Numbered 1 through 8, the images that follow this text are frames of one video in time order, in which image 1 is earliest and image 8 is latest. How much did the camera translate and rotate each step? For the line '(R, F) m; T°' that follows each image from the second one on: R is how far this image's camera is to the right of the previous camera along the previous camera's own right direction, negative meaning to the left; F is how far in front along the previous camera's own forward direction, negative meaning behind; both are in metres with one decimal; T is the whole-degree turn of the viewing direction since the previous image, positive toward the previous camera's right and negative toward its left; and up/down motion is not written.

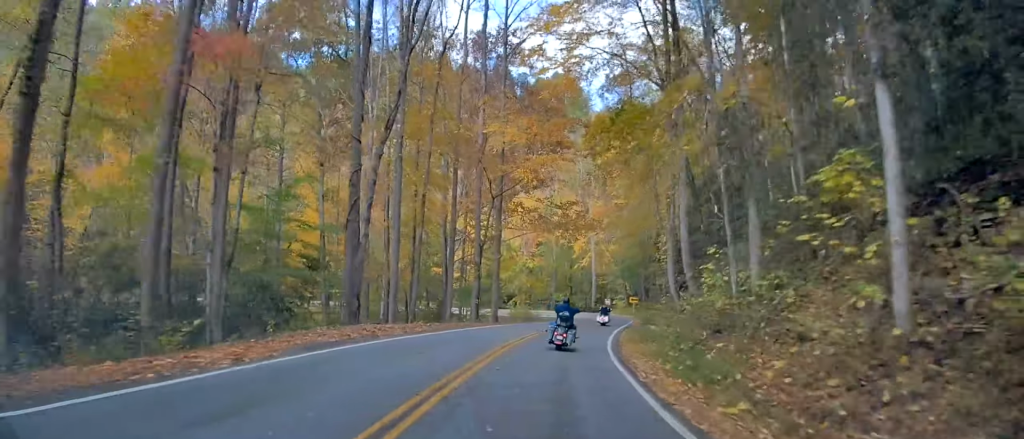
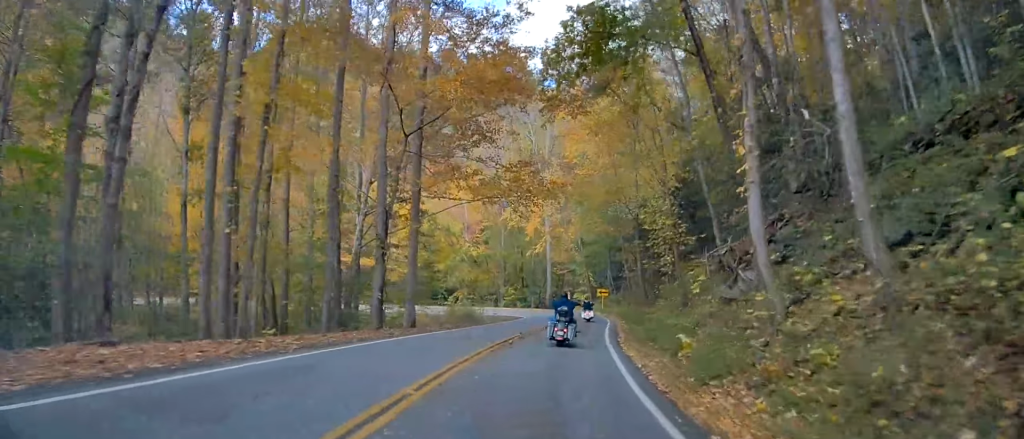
(+0.6, +16.5) m; +5°
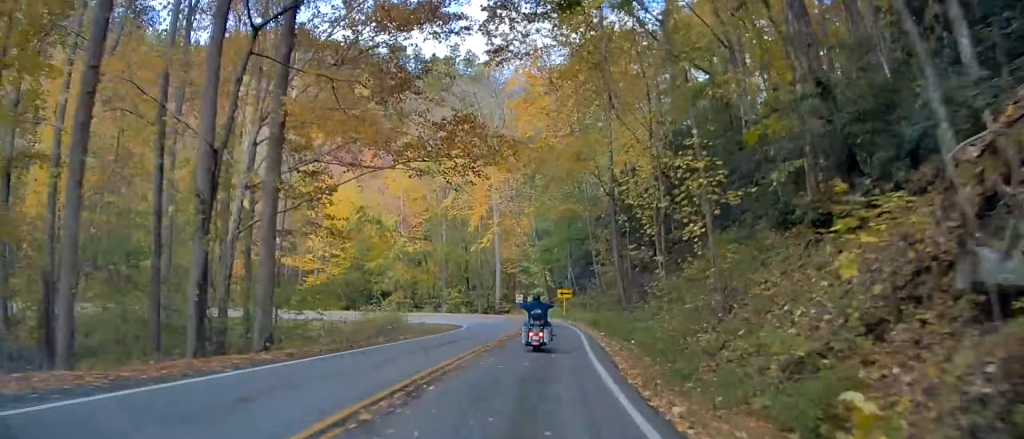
(+0.9, +12.6) m; +2°
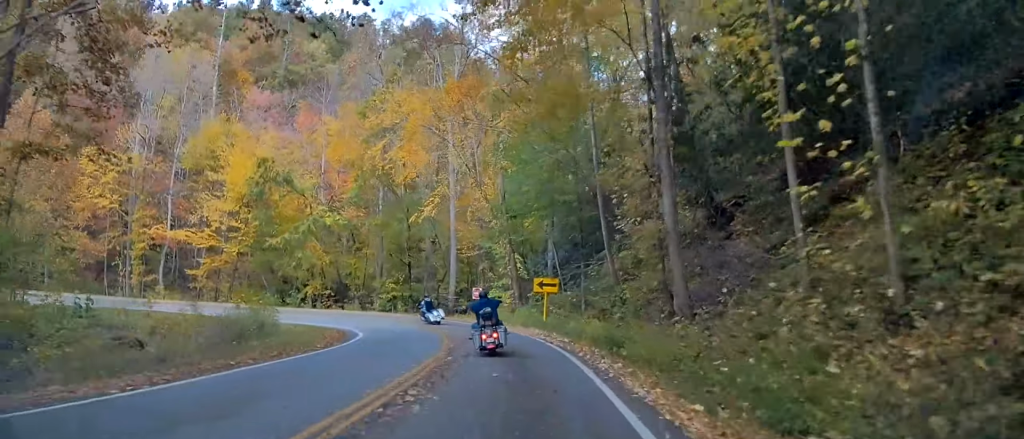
(-0.3, +20.4) m; +1°
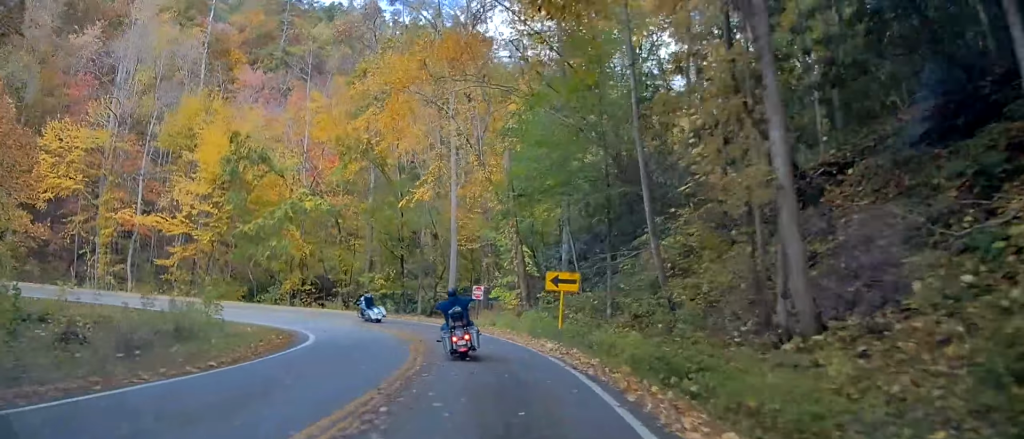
(+0.4, +7.1) m; 0°
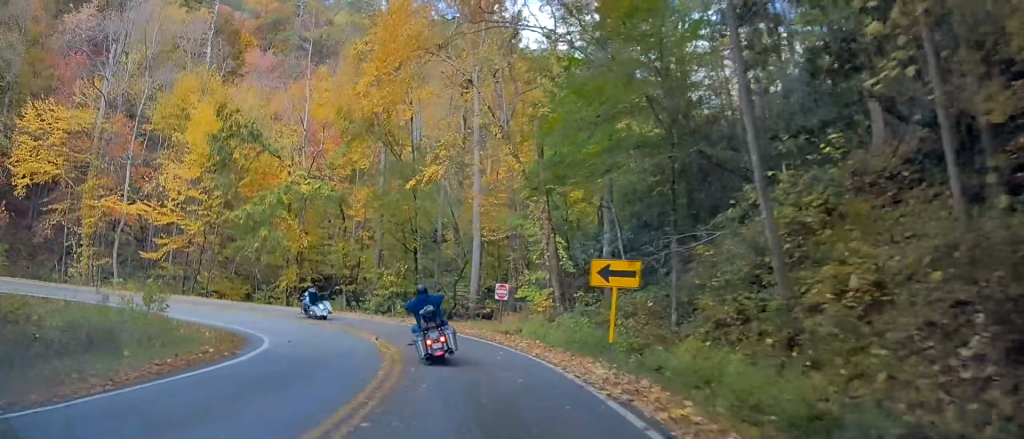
(-0.3, +5.9) m; -5°
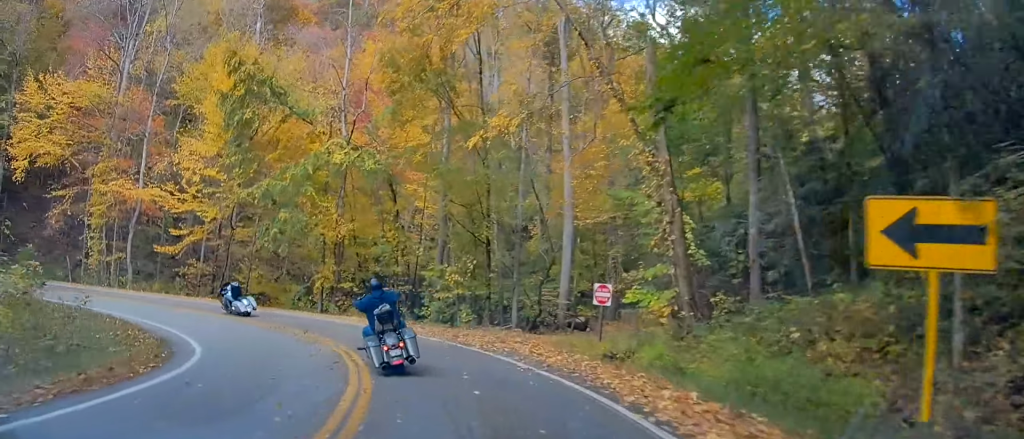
(-0.5, +8.9) m; -6°
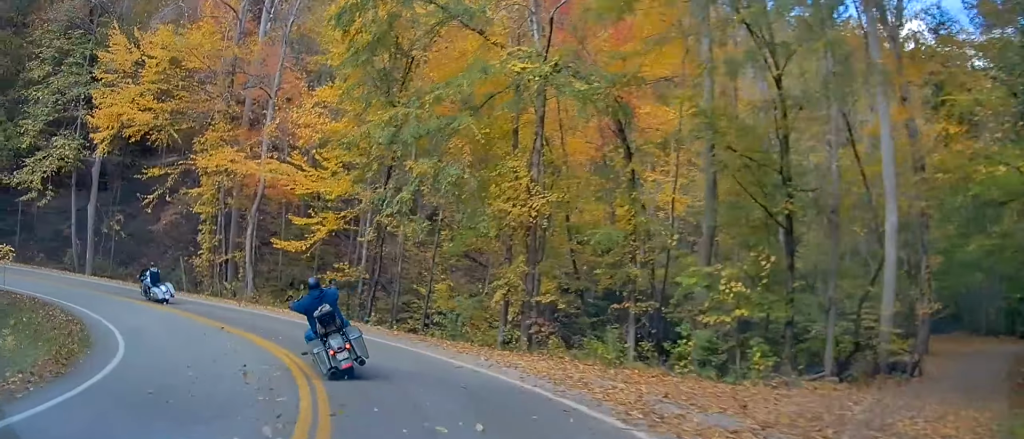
(-0.8, +13.0) m; -14°
